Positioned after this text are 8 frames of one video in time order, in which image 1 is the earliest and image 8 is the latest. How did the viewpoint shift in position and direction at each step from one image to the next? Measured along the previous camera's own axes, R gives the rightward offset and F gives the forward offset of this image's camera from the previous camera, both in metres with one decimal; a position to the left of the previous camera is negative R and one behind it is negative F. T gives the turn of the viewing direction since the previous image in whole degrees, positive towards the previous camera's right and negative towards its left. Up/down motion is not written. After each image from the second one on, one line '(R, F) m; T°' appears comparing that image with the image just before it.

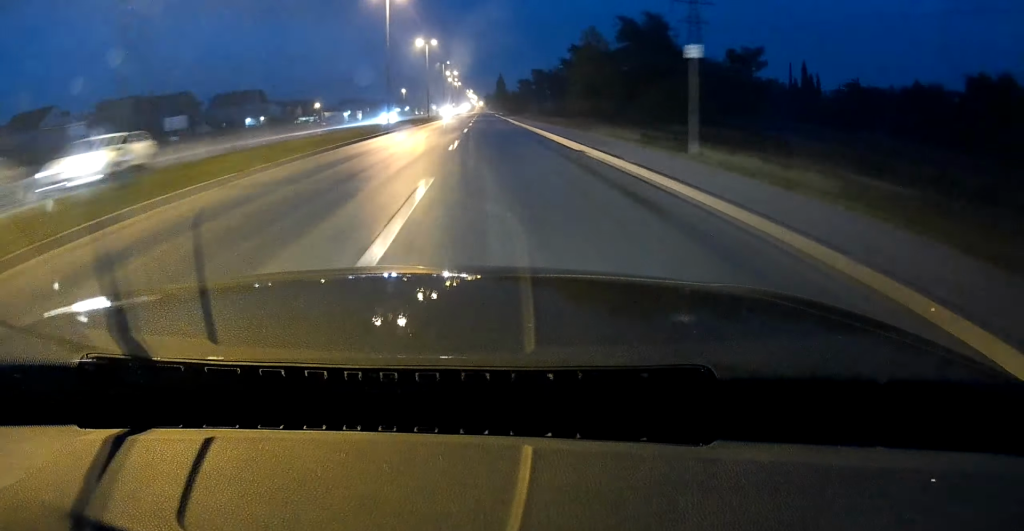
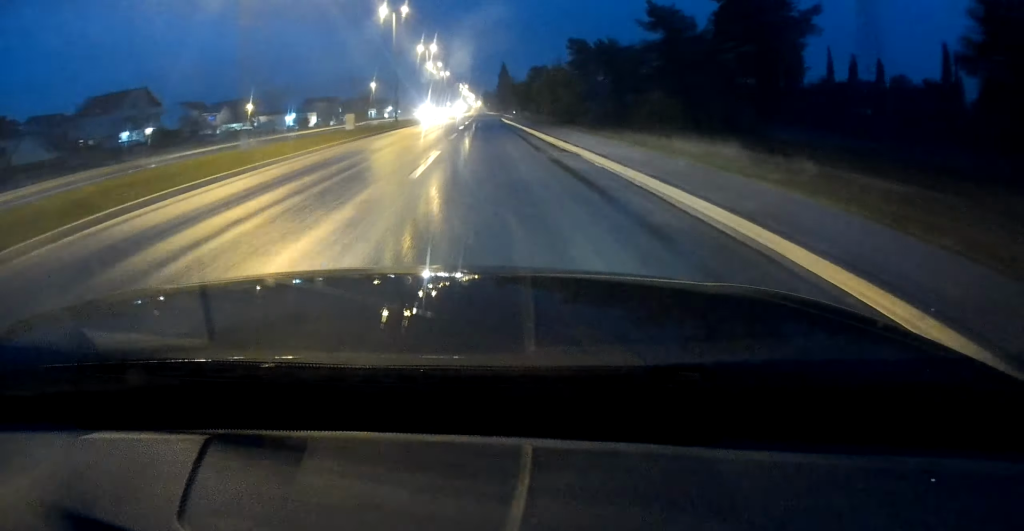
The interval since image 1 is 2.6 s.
(-0.1, +65.6) m; 0°
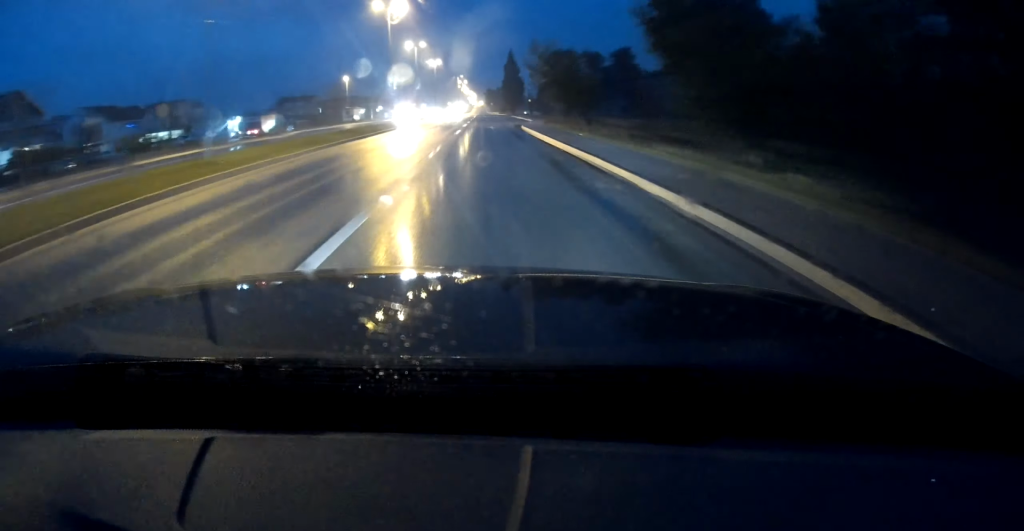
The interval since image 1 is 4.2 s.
(+0.1, +39.2) m; 0°
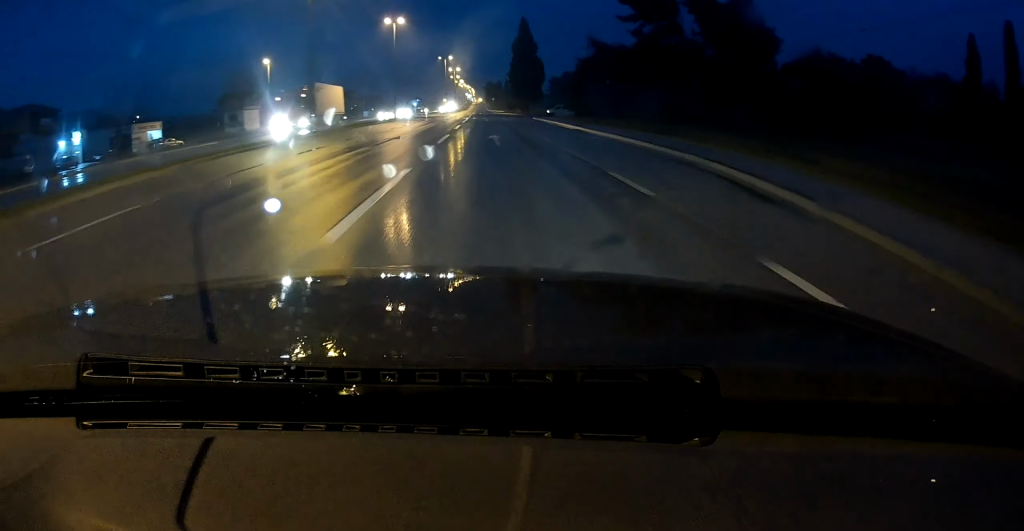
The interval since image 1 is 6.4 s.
(-0.1, +52.3) m; 0°
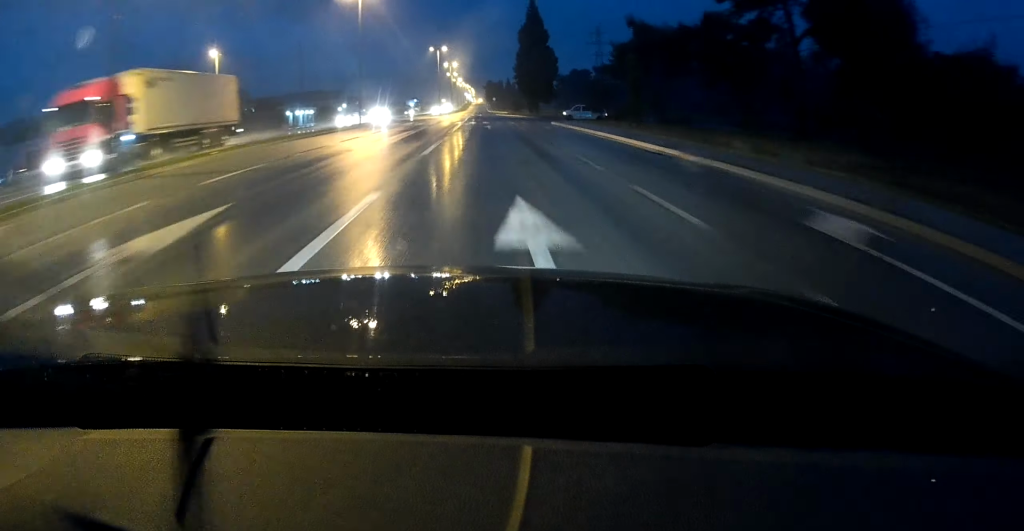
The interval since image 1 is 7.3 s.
(0.0, +19.0) m; 0°
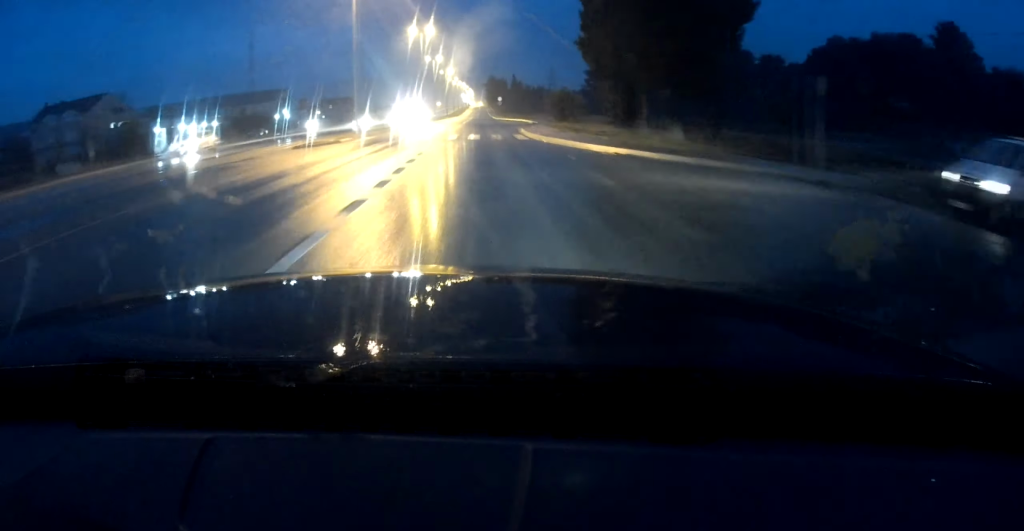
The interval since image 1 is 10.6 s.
(+0.2, +68.9) m; 0°
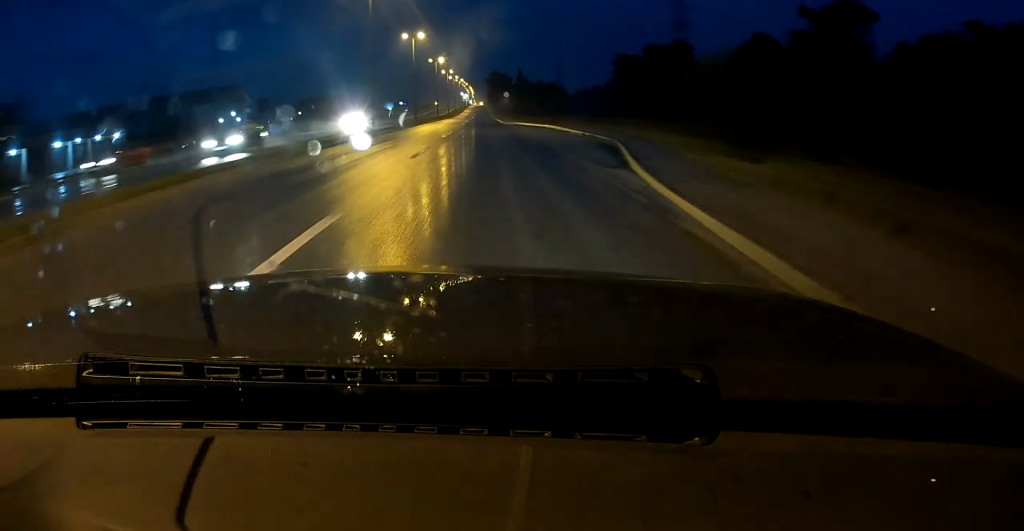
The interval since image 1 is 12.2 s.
(-0.1, +33.5) m; 0°
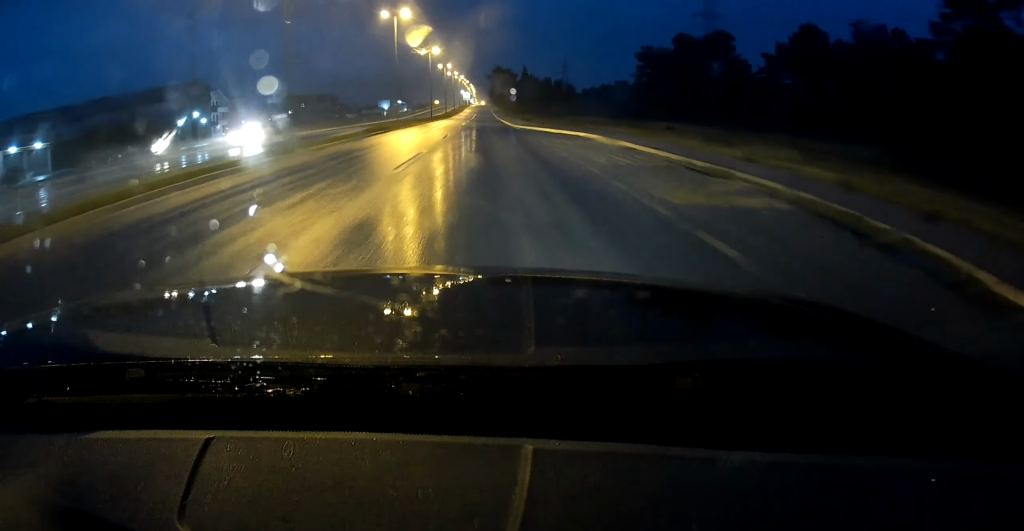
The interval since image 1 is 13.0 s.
(0.0, +17.2) m; 0°
